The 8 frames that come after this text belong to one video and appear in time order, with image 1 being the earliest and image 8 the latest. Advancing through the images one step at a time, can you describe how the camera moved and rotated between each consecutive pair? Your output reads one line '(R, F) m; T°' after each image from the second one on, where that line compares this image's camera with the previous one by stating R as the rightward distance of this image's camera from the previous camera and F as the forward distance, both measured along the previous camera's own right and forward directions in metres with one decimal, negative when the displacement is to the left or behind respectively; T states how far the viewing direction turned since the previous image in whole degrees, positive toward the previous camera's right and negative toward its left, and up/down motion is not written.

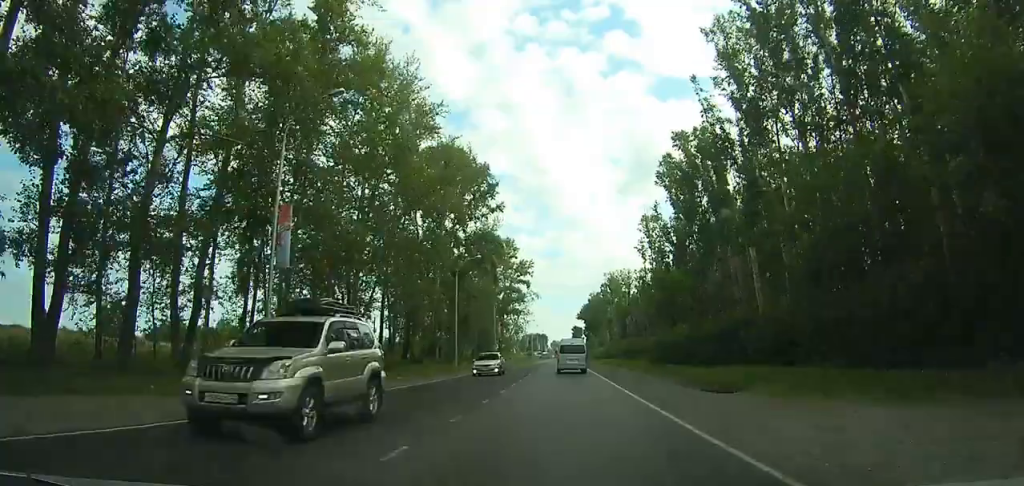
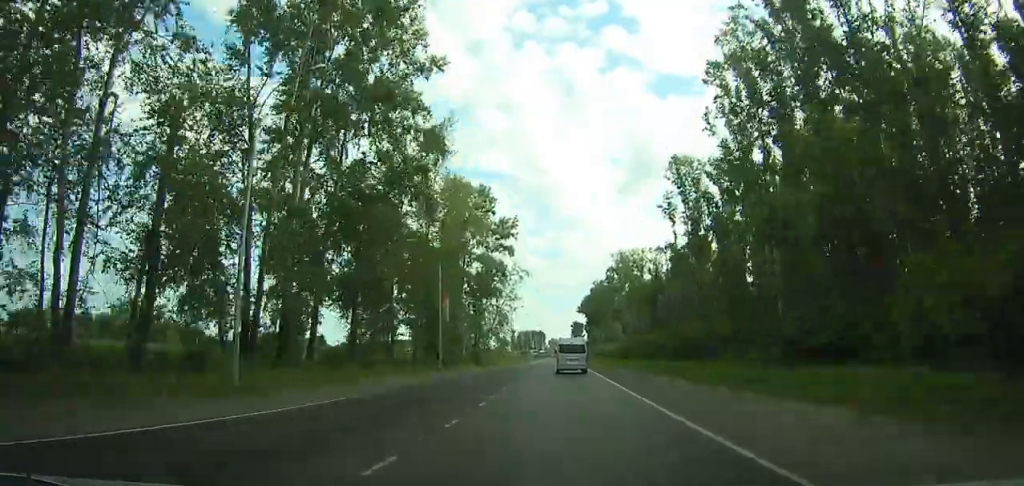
(-4.0, +38.5) m; -6°
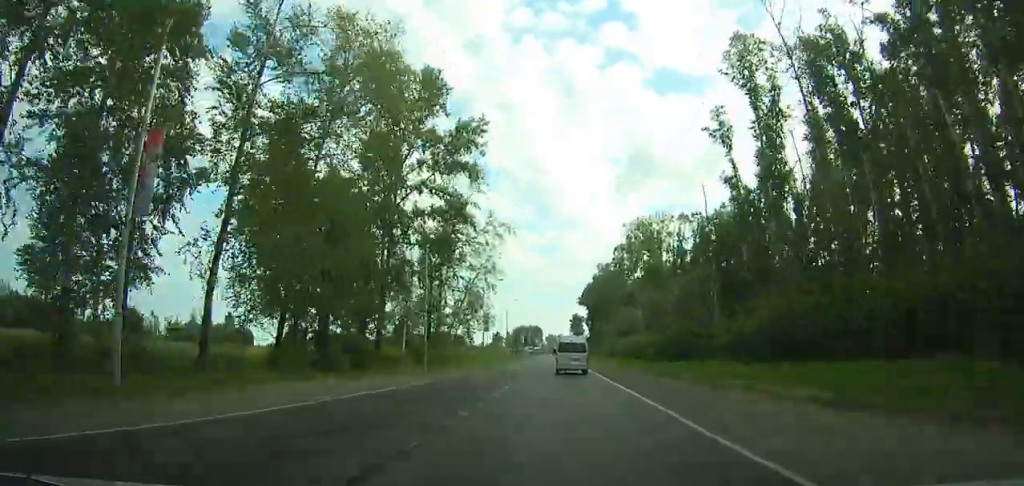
(-0.4, +36.5) m; -1°
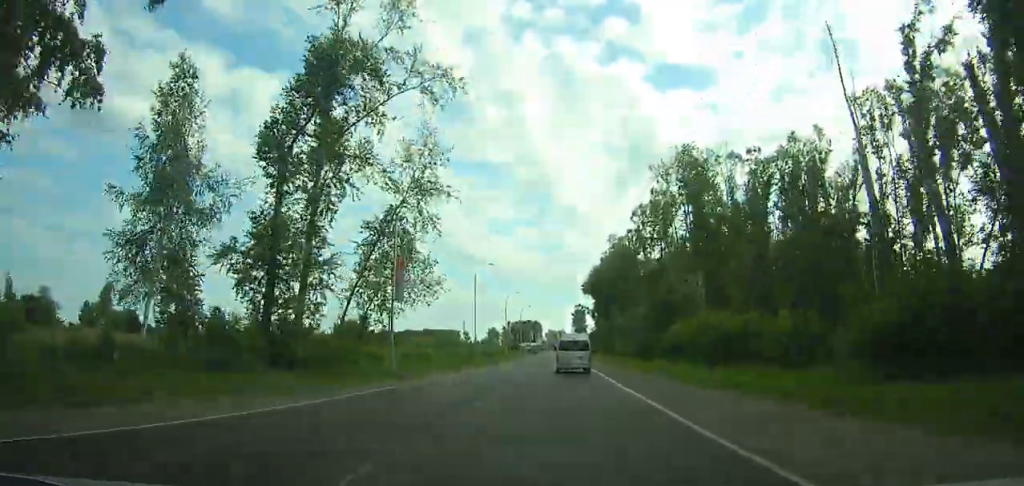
(-0.1, +40.2) m; +5°
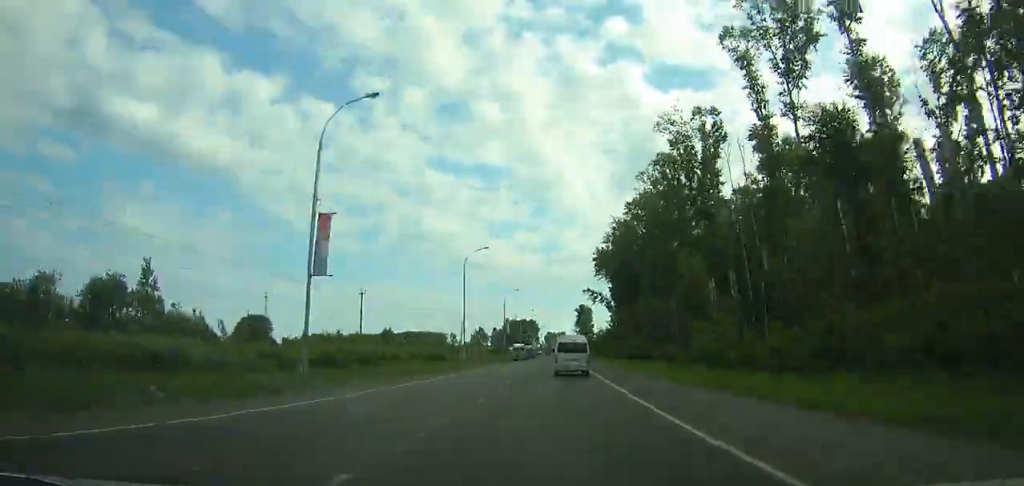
(+9.4, +77.2) m; +12°
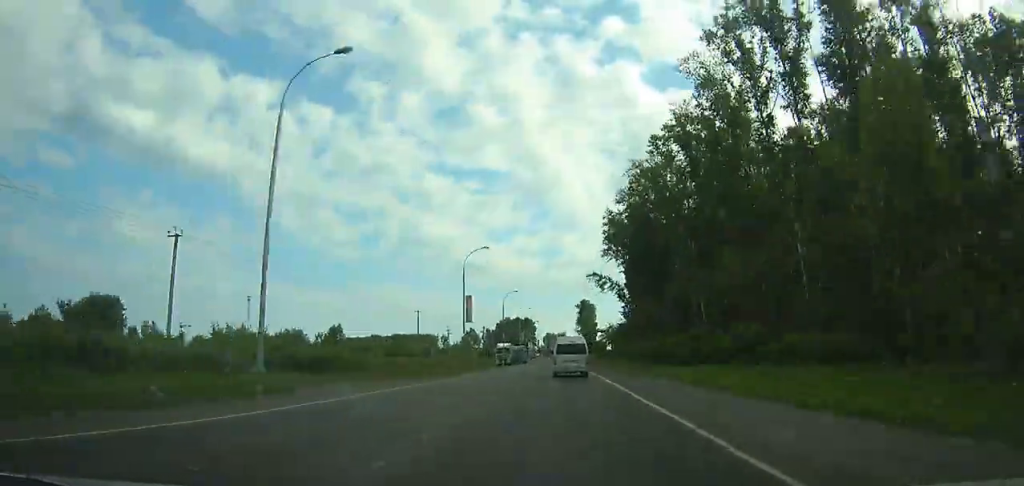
(+0.3, +39.0) m; -19°
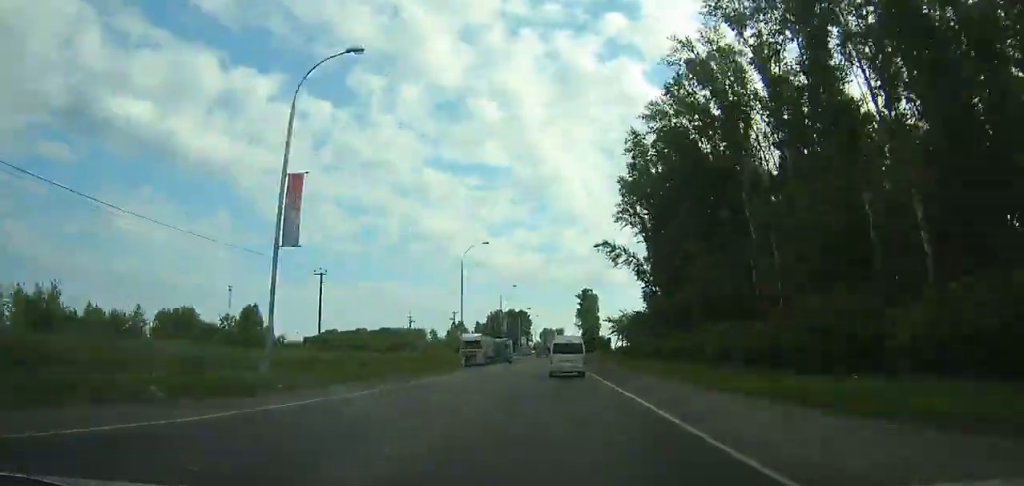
(-2.6, +31.3) m; -10°
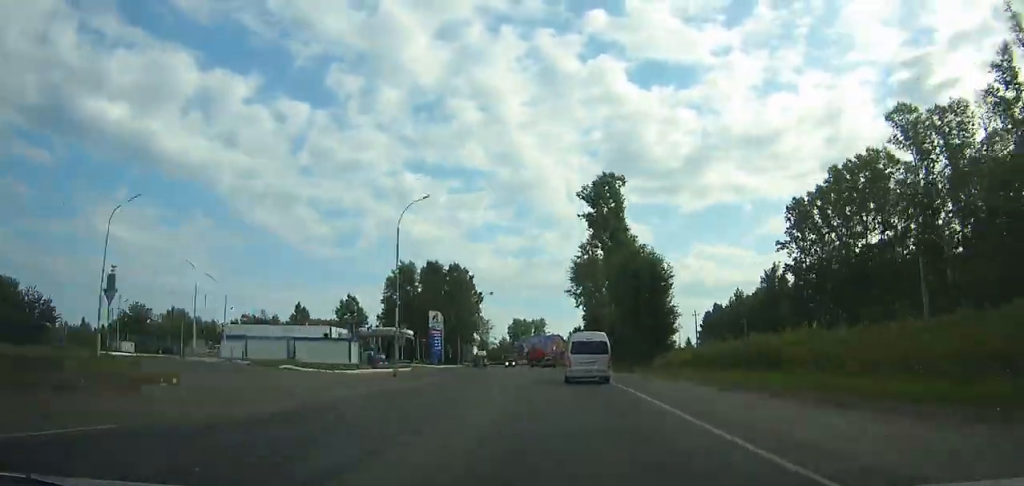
(+79.3, +127.1) m; +48°
